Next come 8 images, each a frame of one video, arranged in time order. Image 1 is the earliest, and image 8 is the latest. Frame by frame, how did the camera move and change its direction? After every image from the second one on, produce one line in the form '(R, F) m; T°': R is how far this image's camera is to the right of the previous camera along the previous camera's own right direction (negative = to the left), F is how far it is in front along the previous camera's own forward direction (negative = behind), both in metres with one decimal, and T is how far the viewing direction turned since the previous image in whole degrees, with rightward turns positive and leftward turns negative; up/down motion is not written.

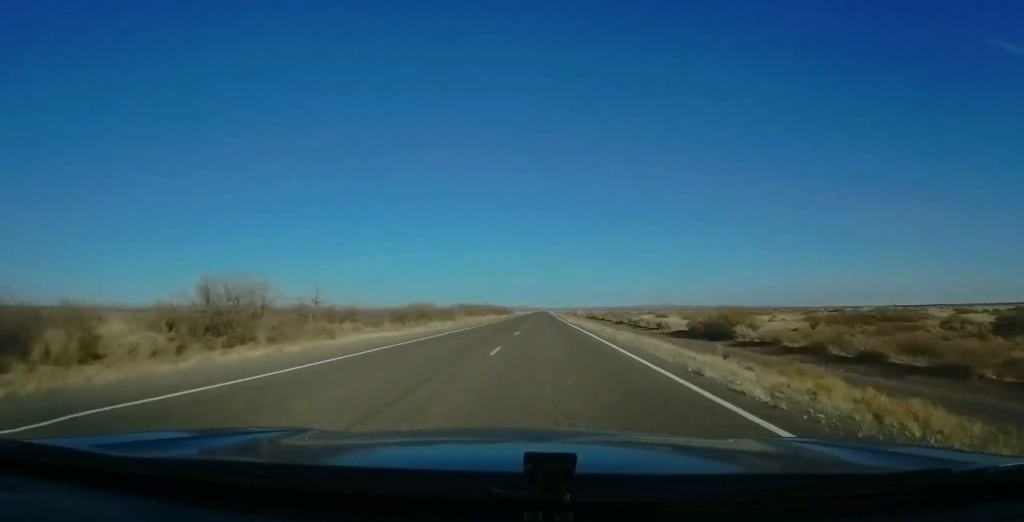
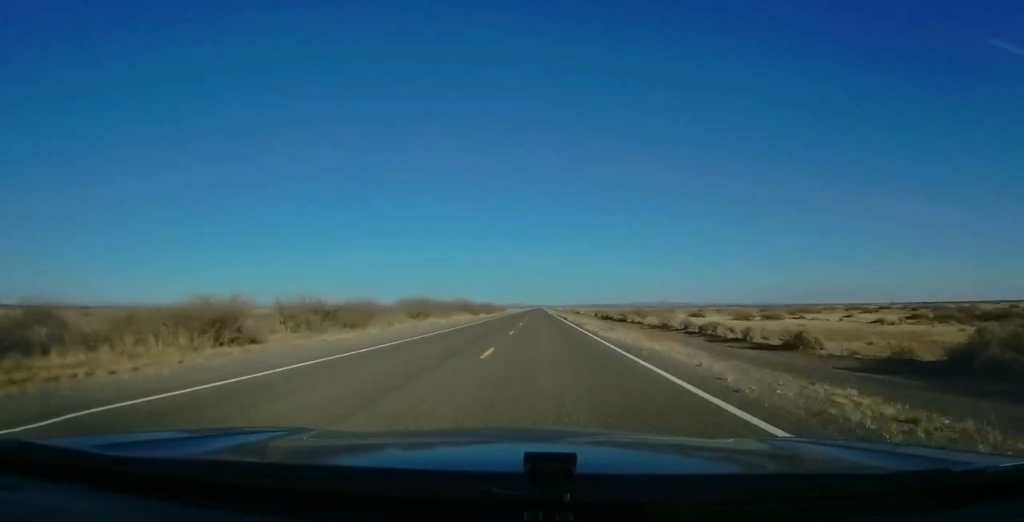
(+0.1, +37.6) m; +1°
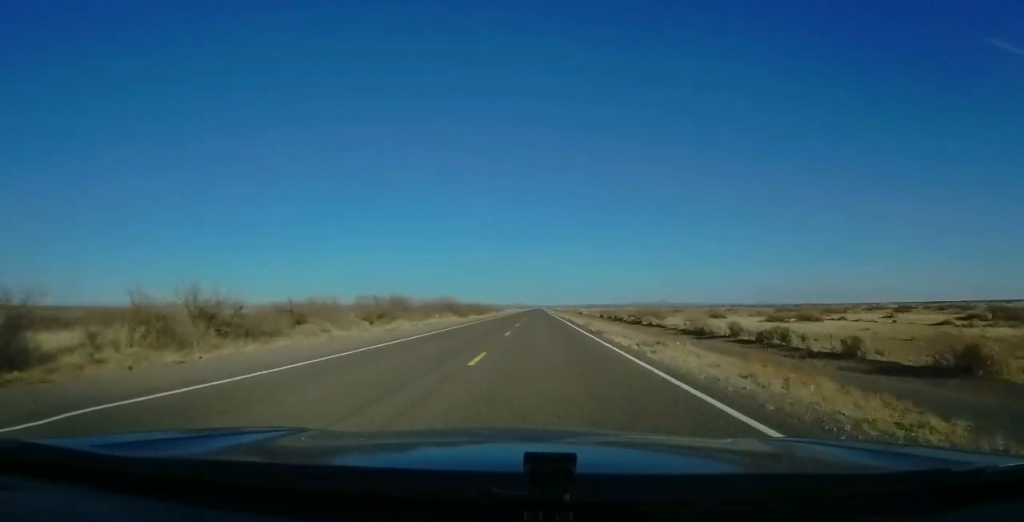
(+0.1, +13.9) m; 0°
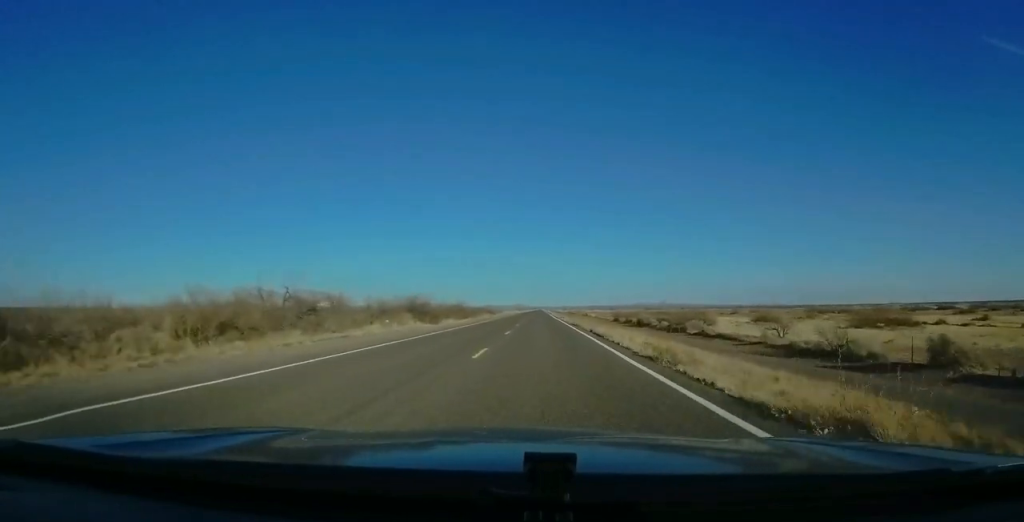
(+0.2, +22.9) m; 0°
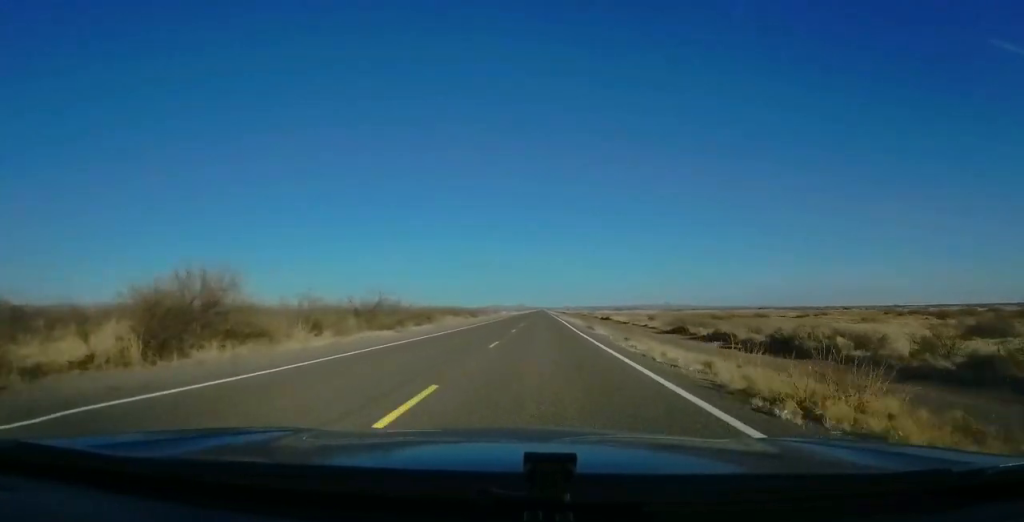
(0.0, +44.9) m; 0°
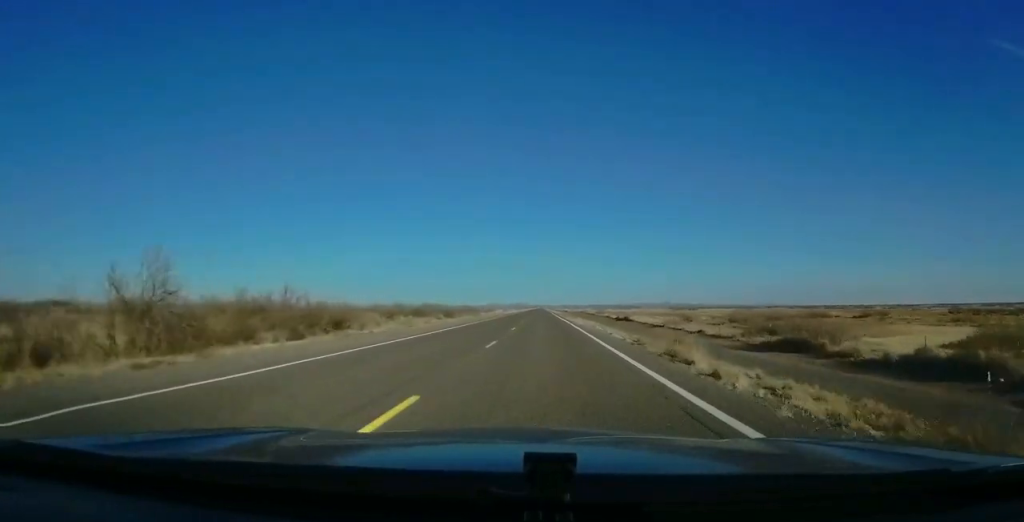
(-0.1, +25.9) m; -1°
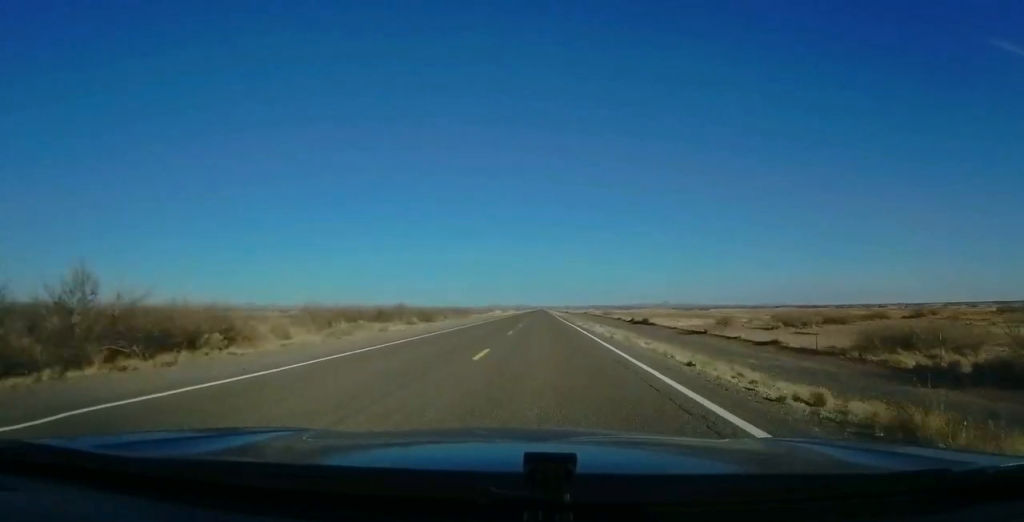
(-0.2, +16.0) m; -1°
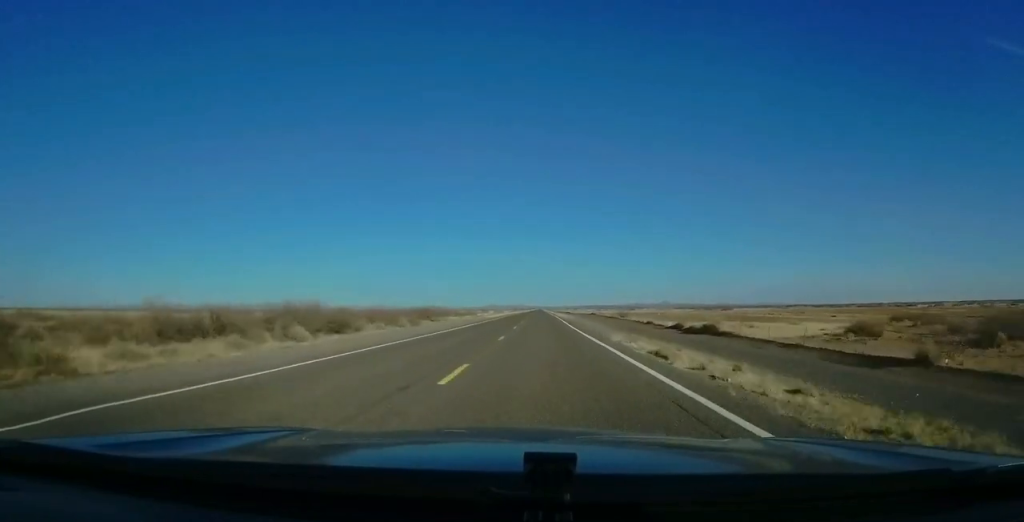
(+0.1, +28.9) m; +1°
